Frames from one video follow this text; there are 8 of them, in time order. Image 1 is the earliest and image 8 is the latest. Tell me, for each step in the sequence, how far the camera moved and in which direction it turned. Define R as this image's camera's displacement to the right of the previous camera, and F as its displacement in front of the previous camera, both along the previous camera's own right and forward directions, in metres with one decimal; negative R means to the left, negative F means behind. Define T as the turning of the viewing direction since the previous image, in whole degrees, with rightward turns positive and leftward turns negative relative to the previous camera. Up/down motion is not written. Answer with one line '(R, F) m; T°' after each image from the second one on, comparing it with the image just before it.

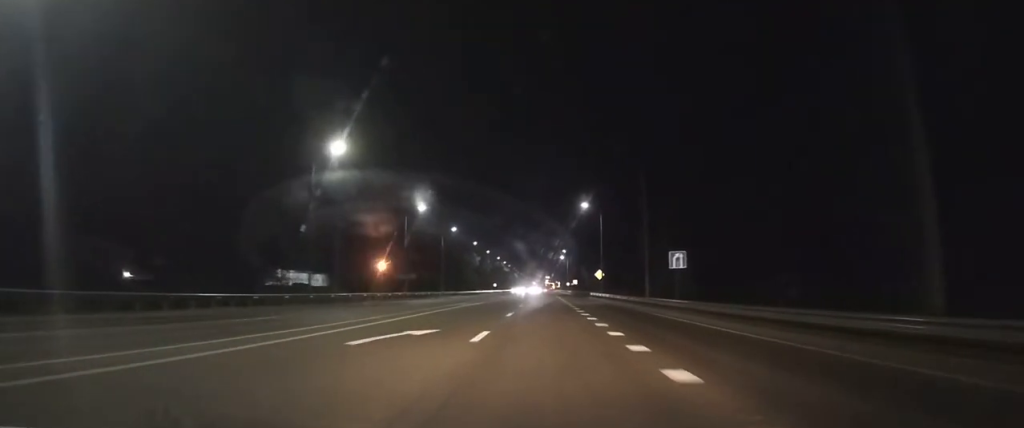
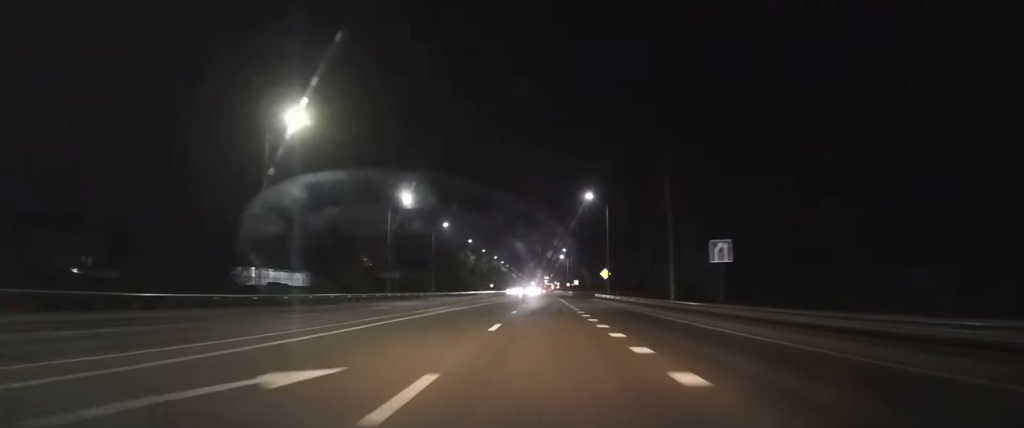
(0.0, +8.1) m; 0°
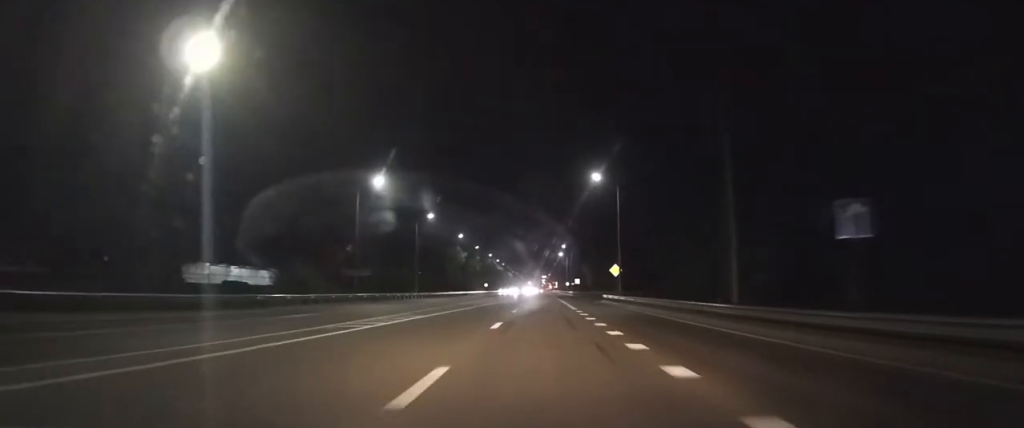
(0.0, +11.2) m; 0°
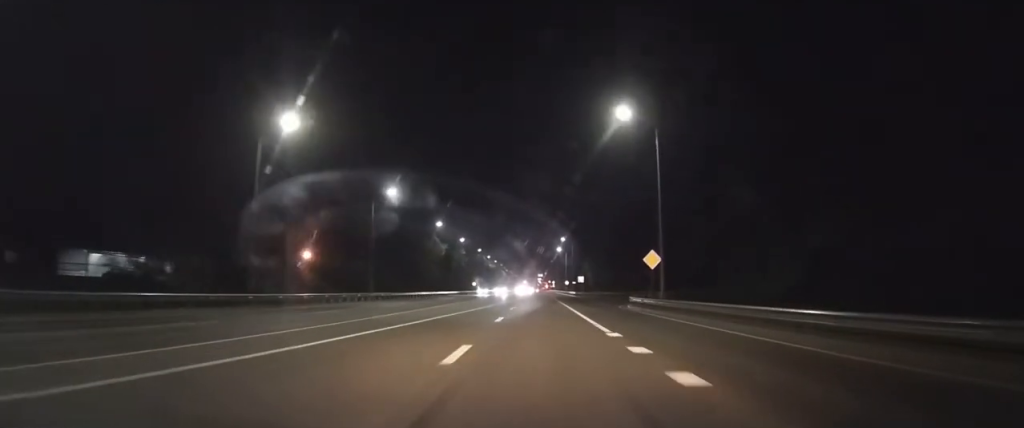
(+0.2, +20.5) m; +1°
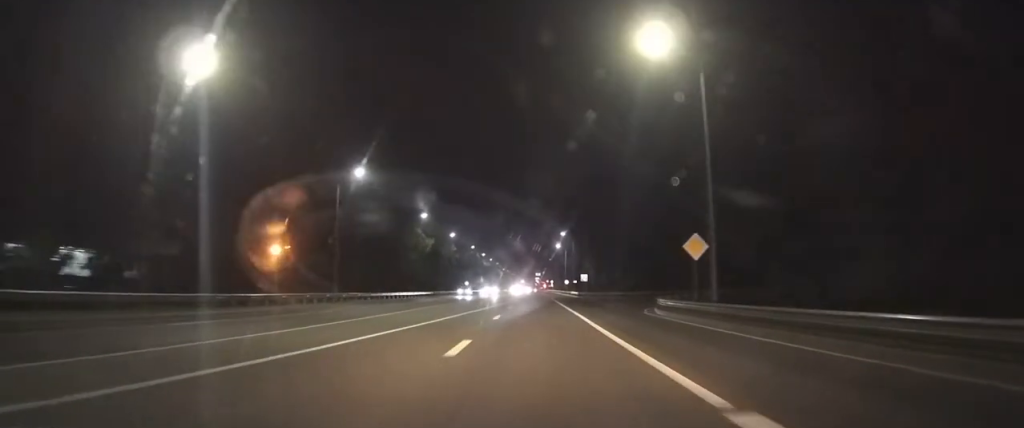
(0.0, +10.8) m; 0°
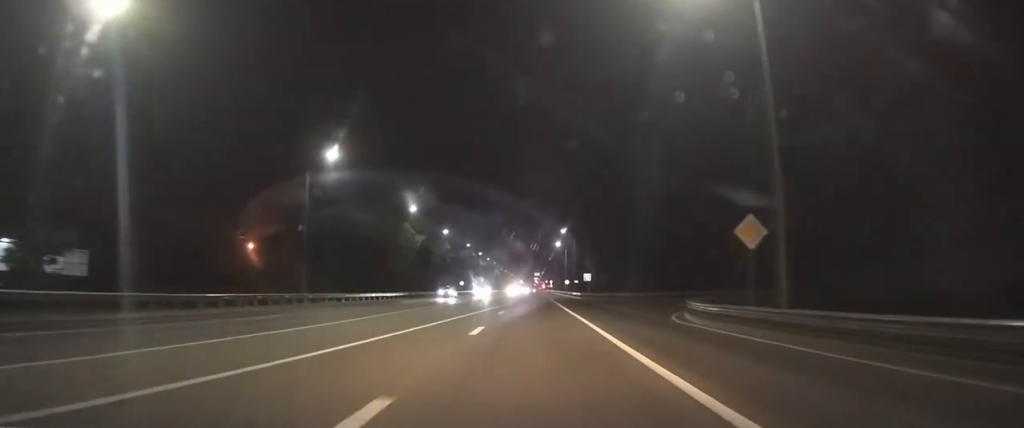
(0.0, +7.2) m; 0°
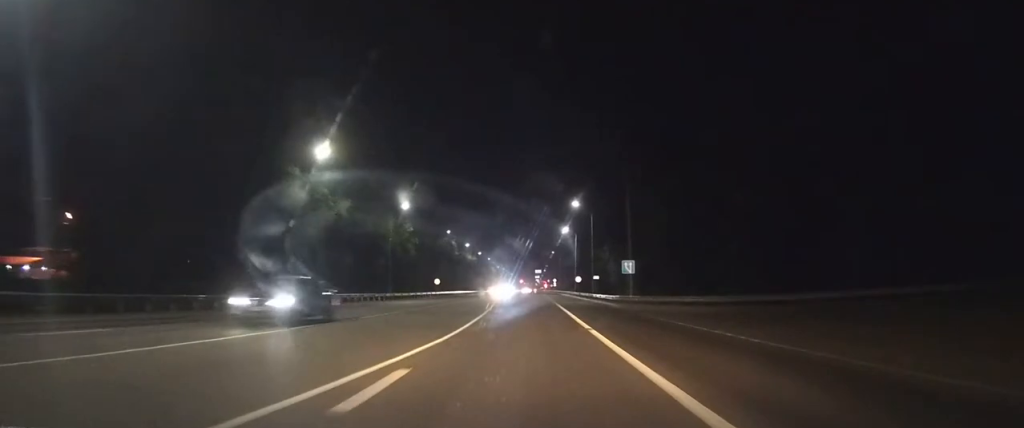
(0.0, +33.7) m; 0°
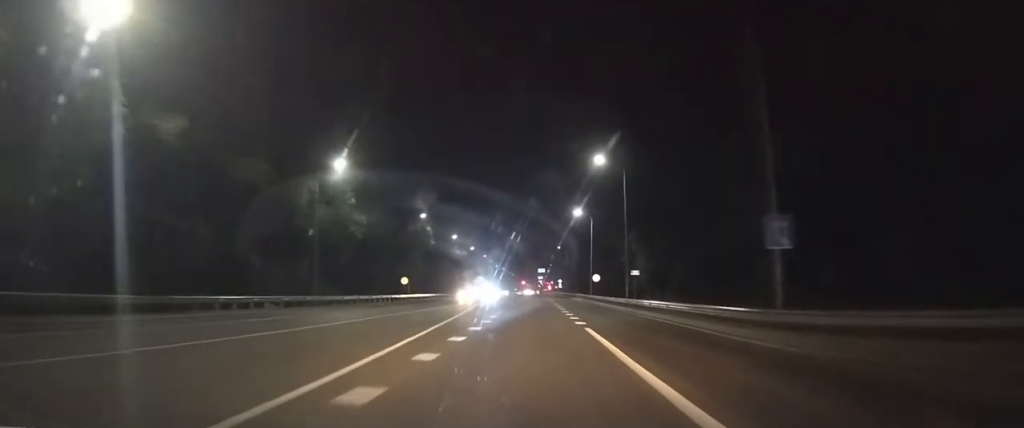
(0.0, +26.3) m; 0°
